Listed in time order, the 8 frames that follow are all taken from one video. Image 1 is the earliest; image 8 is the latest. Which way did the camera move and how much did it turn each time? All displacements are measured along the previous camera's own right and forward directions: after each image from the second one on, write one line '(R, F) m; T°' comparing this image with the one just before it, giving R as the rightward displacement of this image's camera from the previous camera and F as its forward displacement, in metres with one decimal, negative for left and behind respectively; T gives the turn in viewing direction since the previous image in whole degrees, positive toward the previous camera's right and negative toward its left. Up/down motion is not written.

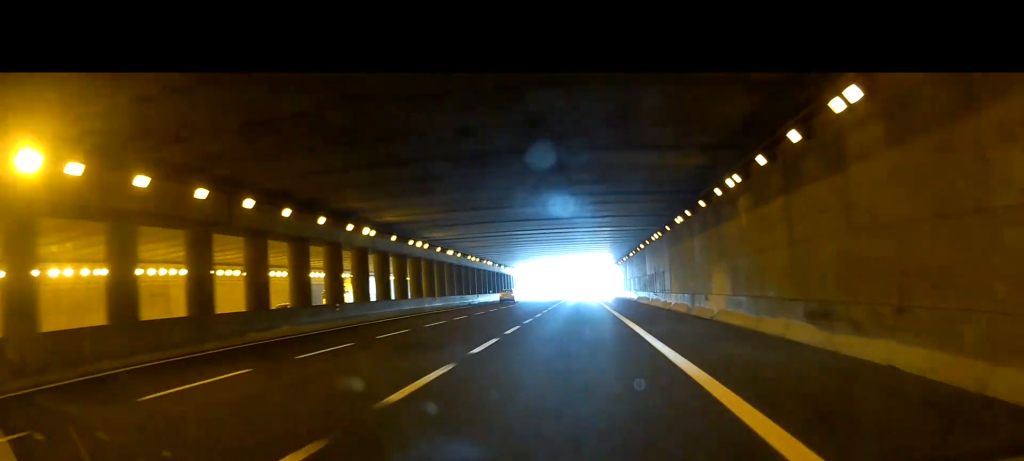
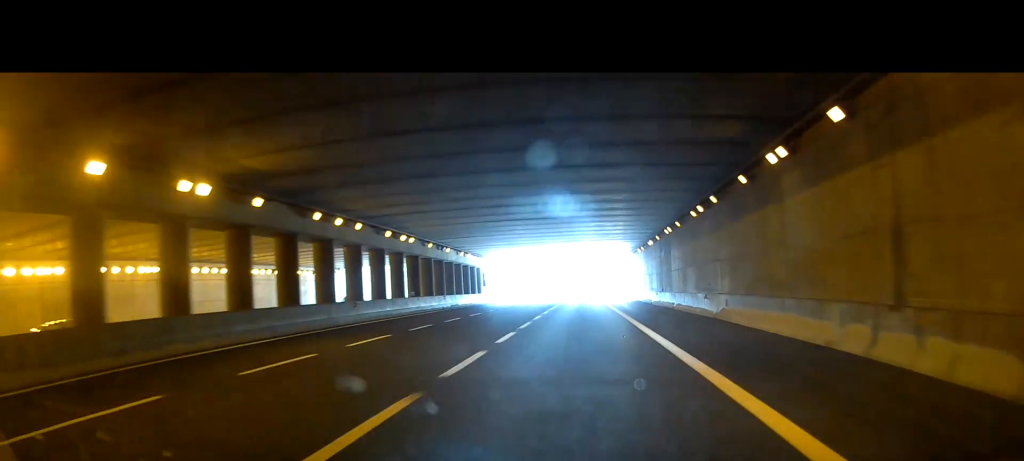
(0.0, +33.1) m; 0°
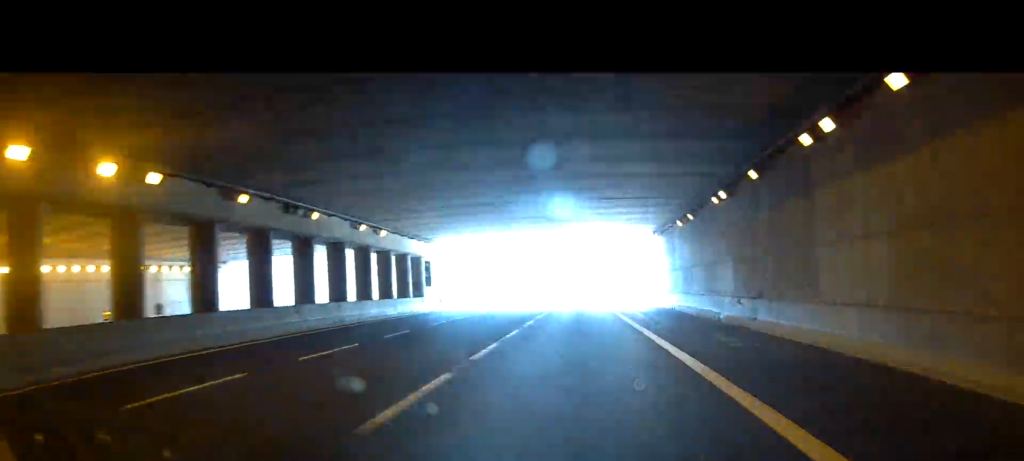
(0.0, +22.8) m; 0°
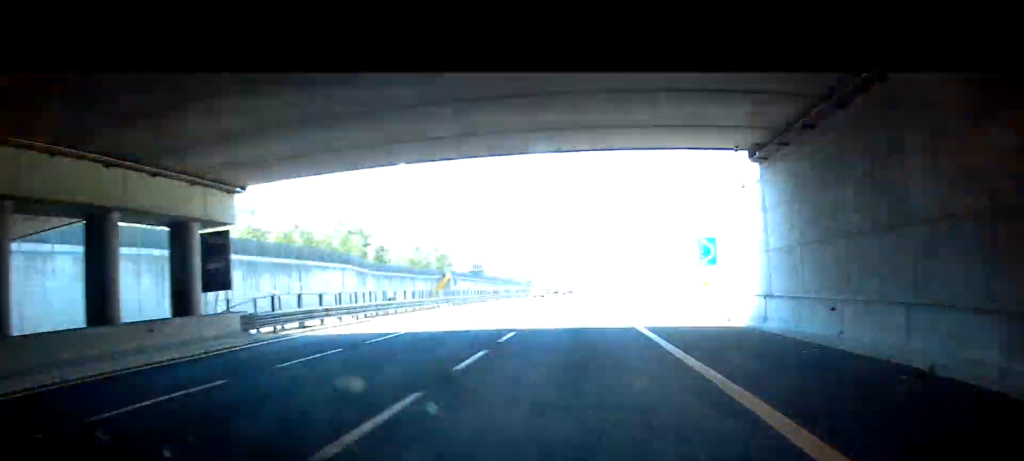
(0.0, +25.2) m; 0°
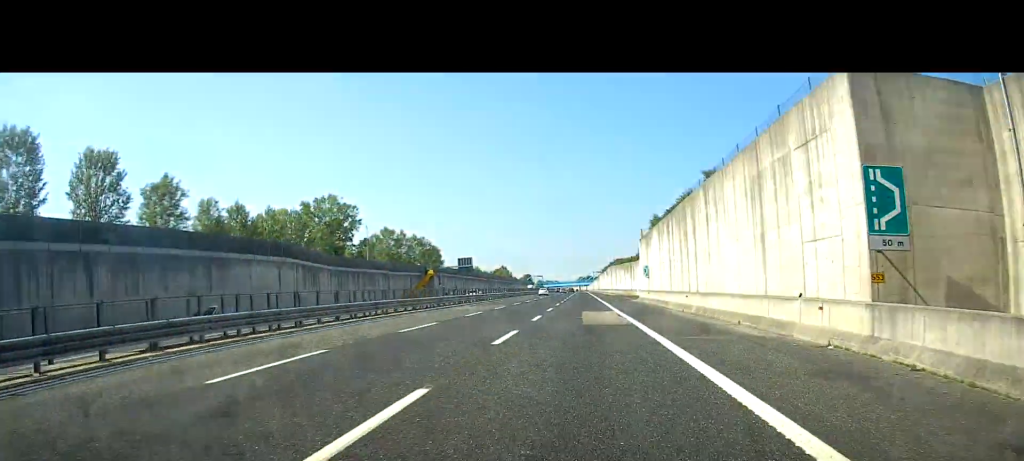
(0.0, +16.2) m; 0°
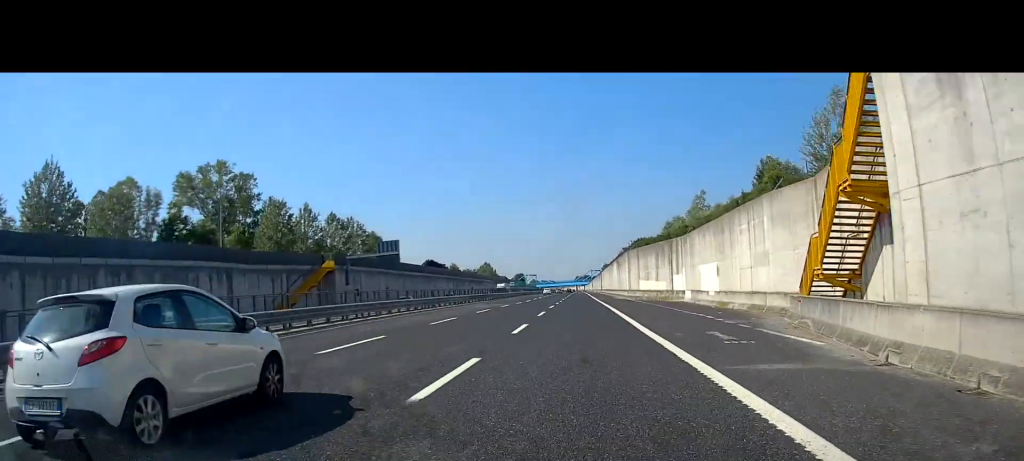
(-1.6, +48.5) m; -1°
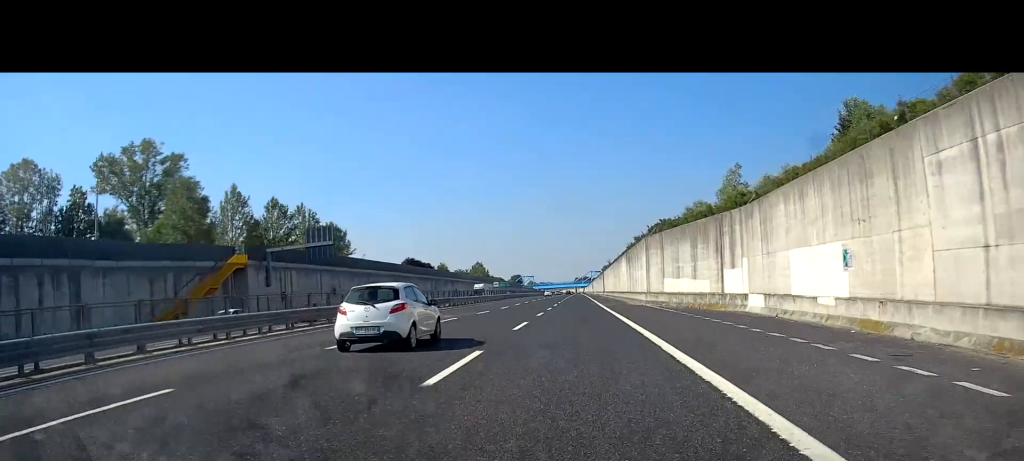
(+0.8, +21.1) m; +1°
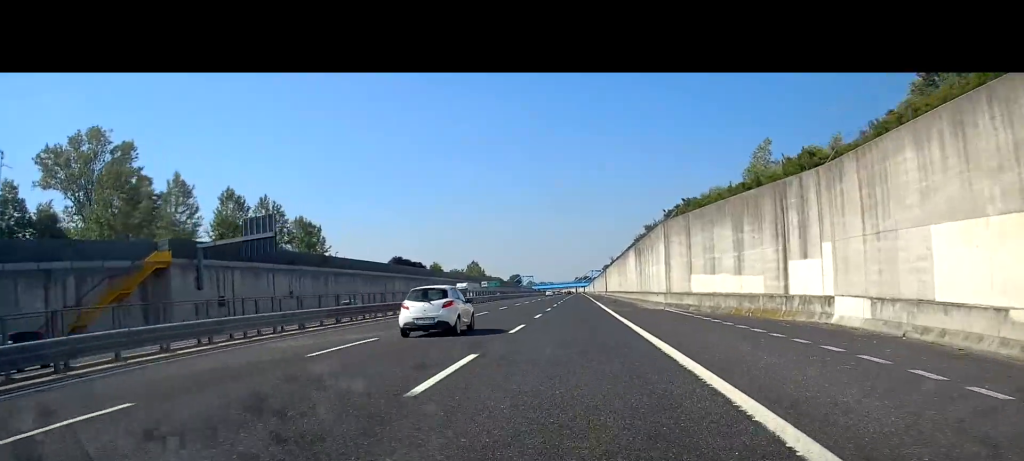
(+0.1, +12.0) m; 0°
